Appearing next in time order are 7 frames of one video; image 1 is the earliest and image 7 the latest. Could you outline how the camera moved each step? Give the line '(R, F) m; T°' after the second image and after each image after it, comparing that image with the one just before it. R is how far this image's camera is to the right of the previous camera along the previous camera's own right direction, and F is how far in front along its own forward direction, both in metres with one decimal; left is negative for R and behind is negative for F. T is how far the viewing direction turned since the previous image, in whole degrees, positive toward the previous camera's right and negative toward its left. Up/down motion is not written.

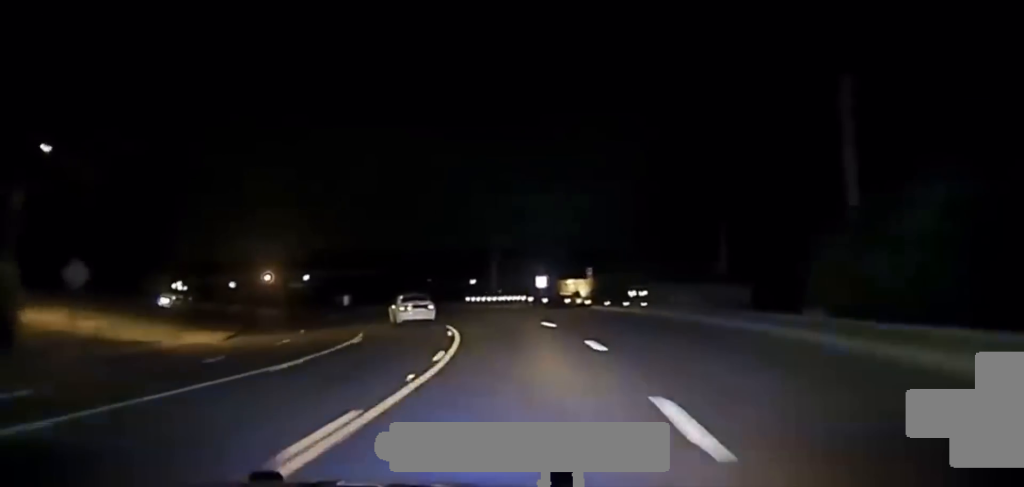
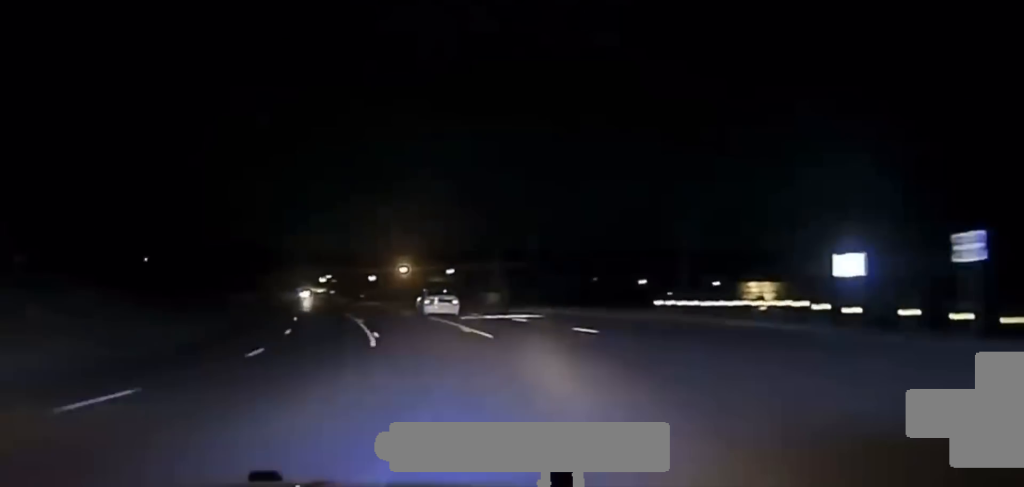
(-2.6, +38.4) m; -8°
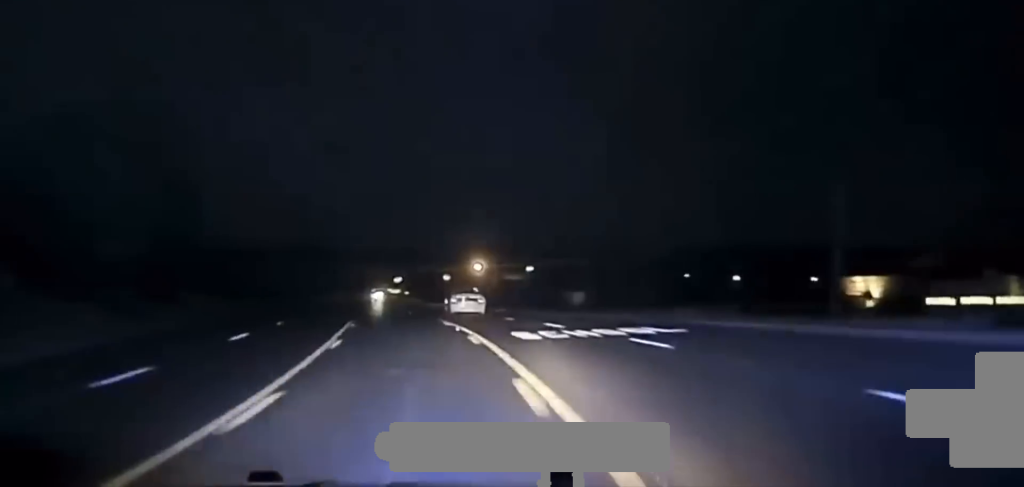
(-0.8, +21.4) m; -4°
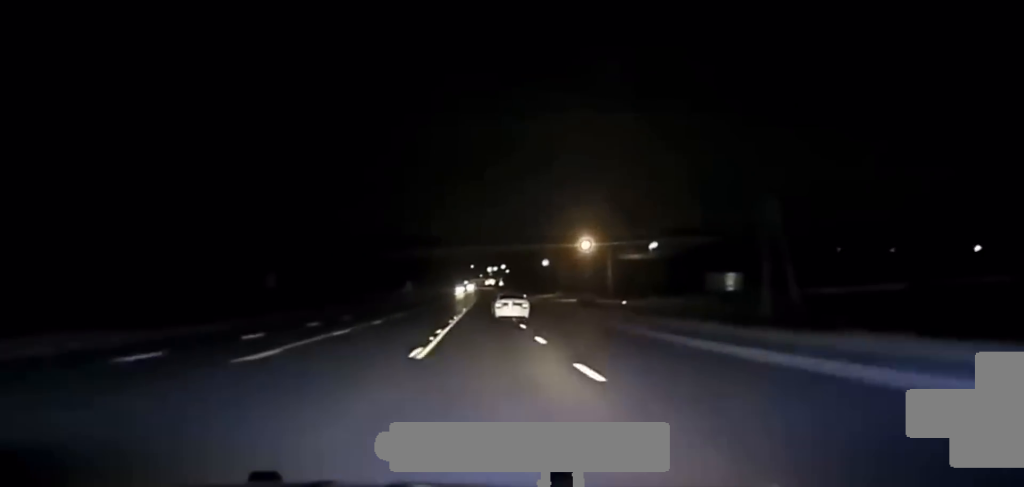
(-3.8, +52.6) m; -6°
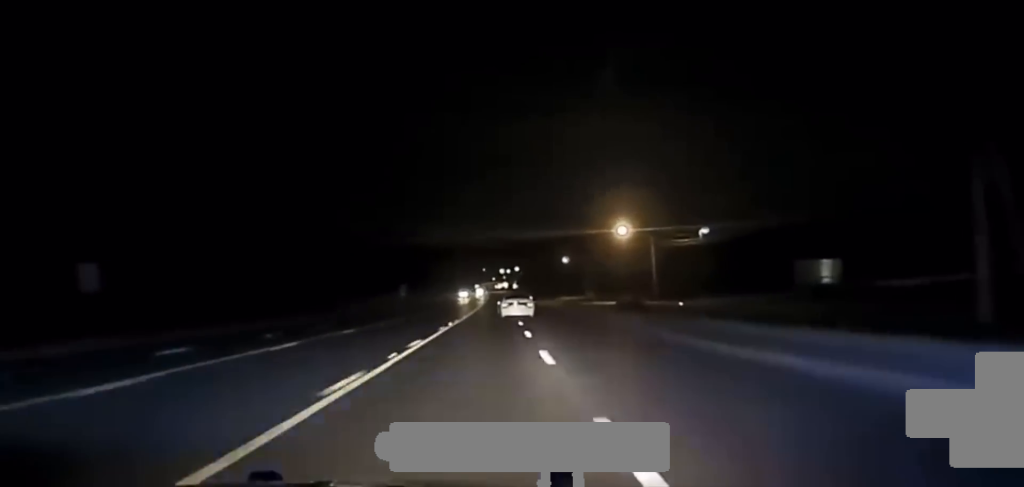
(-0.5, +33.3) m; -1°
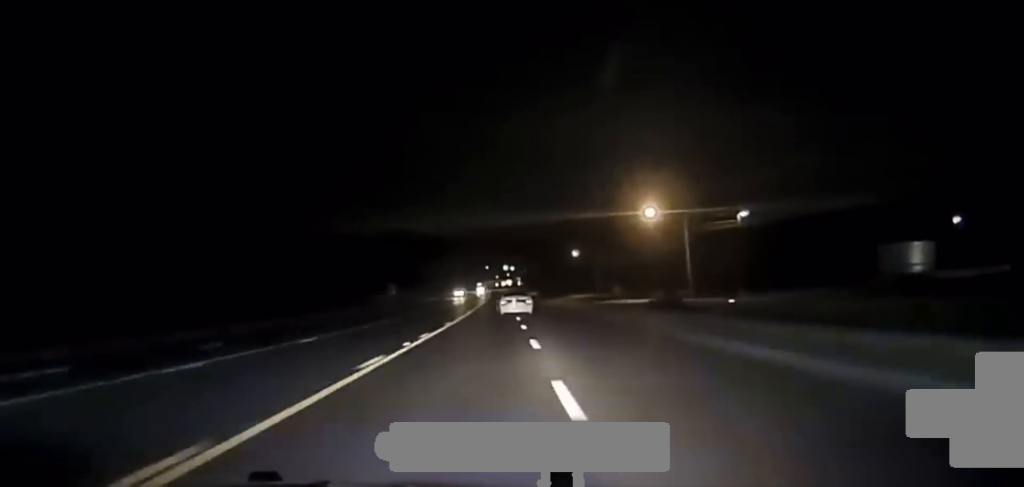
(-0.1, +20.3) m; 0°
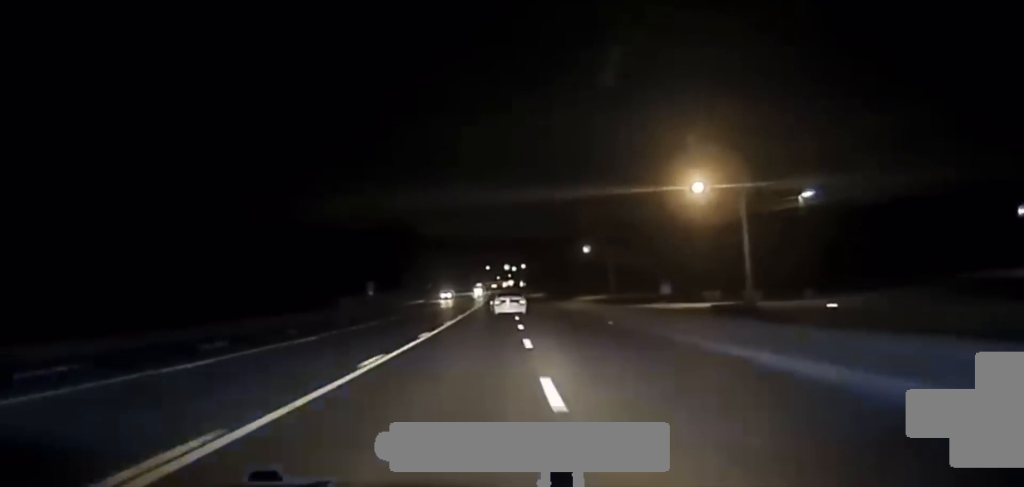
(-0.1, +22.7) m; 0°
